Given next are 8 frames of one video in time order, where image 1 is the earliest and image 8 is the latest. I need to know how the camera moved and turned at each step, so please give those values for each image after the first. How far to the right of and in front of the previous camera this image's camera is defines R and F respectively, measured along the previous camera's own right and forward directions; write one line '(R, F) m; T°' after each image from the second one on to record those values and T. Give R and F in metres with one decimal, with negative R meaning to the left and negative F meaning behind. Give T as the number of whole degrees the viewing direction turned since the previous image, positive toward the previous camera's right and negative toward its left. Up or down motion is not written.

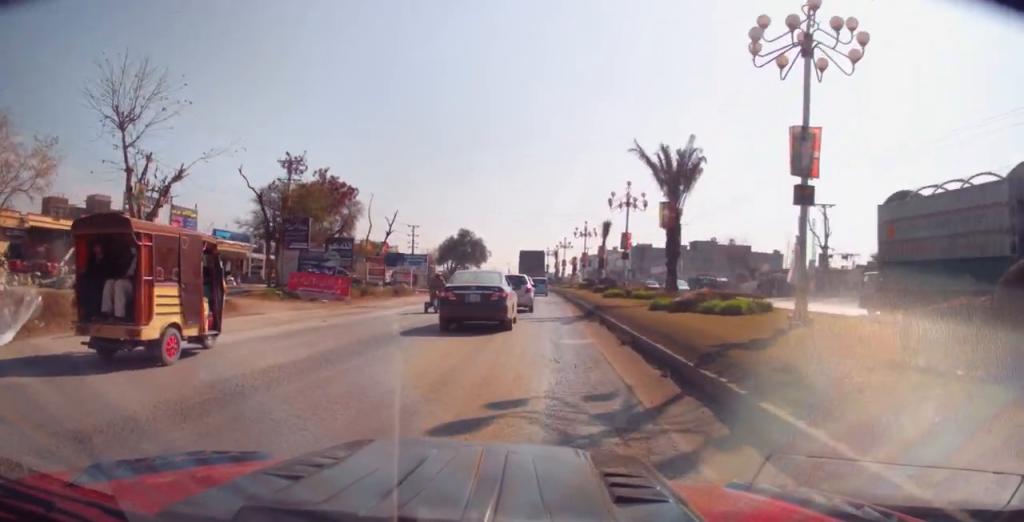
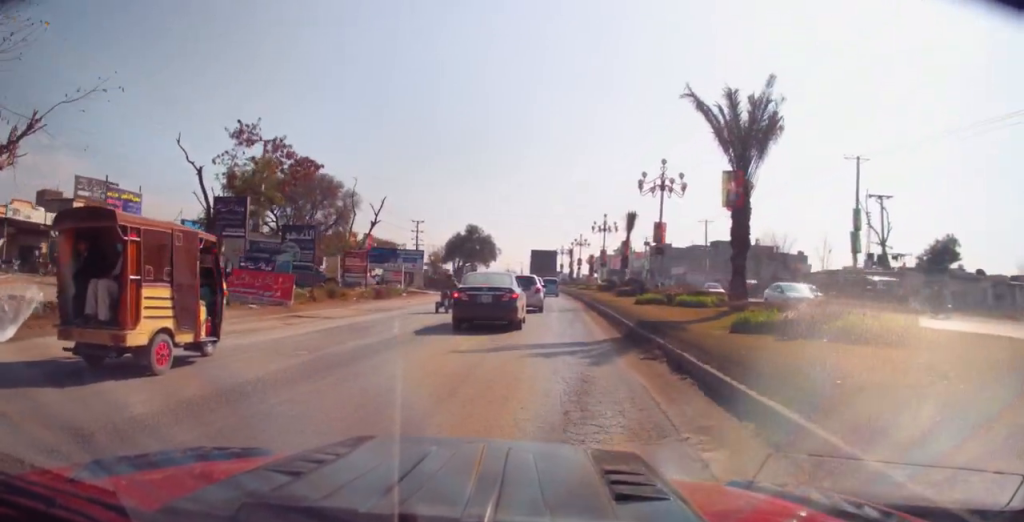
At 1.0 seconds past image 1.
(-0.1, +8.6) m; -1°
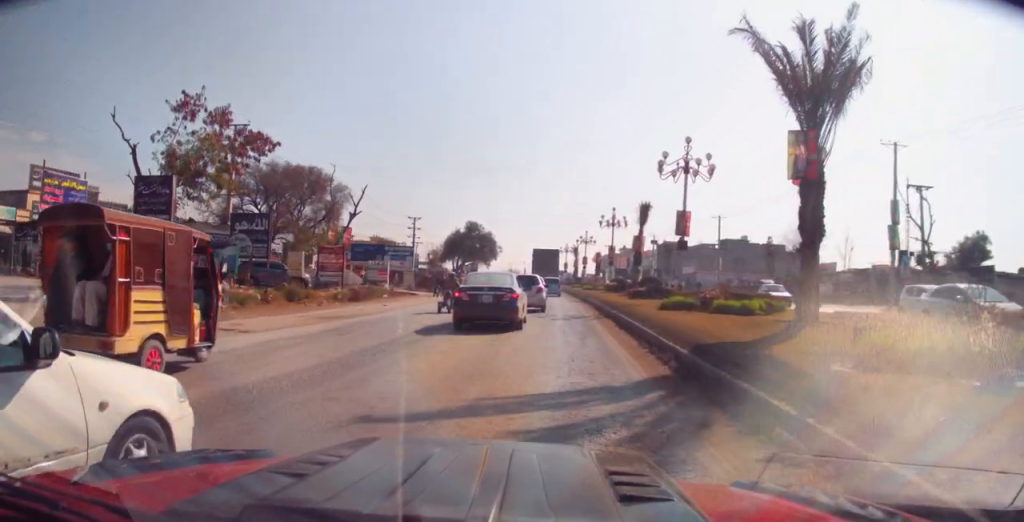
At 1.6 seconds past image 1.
(0.0, +5.7) m; 0°
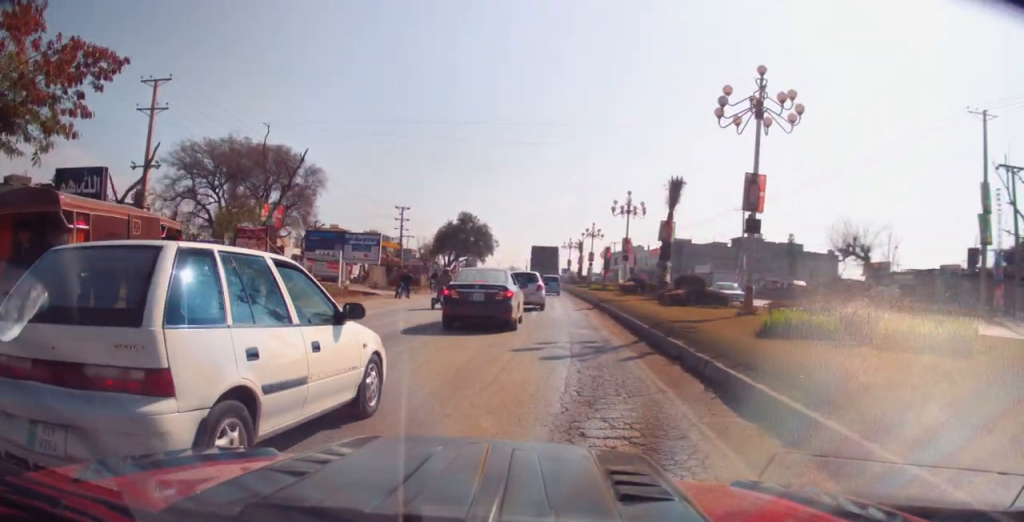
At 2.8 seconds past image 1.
(0.0, +10.7) m; 0°
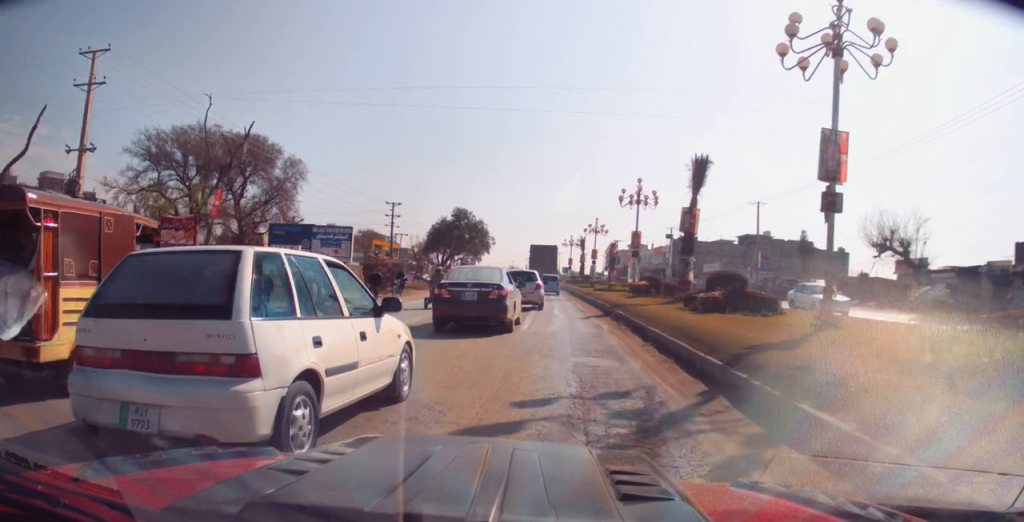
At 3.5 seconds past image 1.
(0.0, +6.0) m; 0°
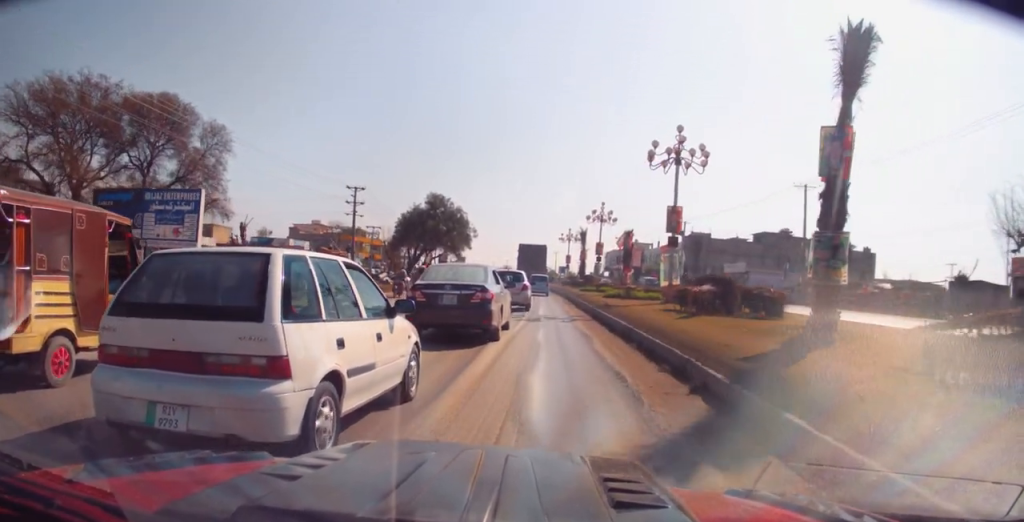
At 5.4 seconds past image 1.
(-0.2, +16.1) m; -3°
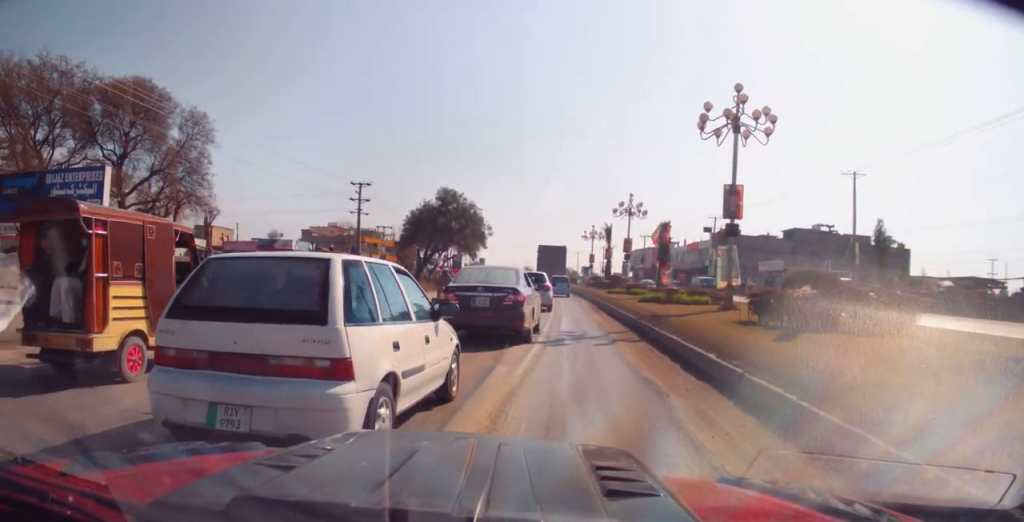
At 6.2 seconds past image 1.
(-0.2, +6.7) m; -2°
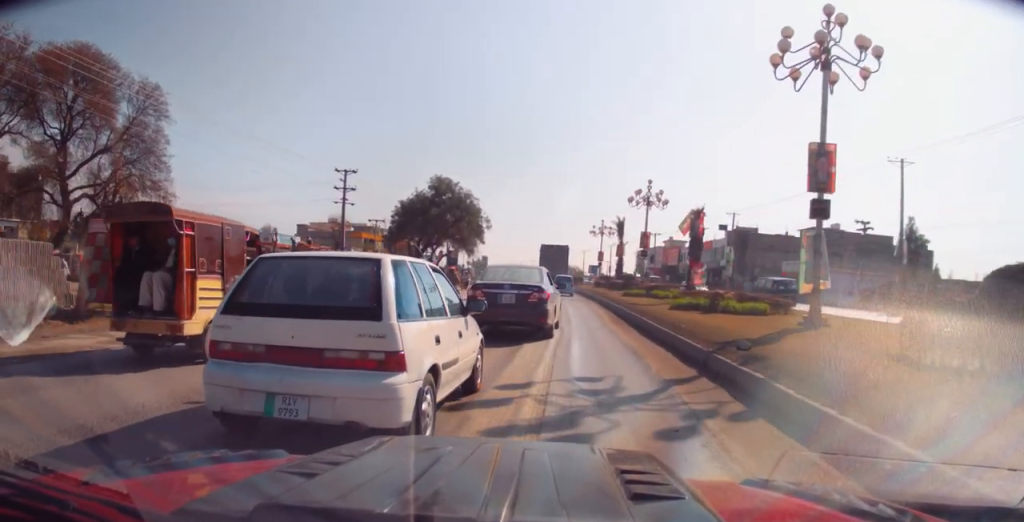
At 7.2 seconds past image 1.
(0.0, +7.2) m; 0°
